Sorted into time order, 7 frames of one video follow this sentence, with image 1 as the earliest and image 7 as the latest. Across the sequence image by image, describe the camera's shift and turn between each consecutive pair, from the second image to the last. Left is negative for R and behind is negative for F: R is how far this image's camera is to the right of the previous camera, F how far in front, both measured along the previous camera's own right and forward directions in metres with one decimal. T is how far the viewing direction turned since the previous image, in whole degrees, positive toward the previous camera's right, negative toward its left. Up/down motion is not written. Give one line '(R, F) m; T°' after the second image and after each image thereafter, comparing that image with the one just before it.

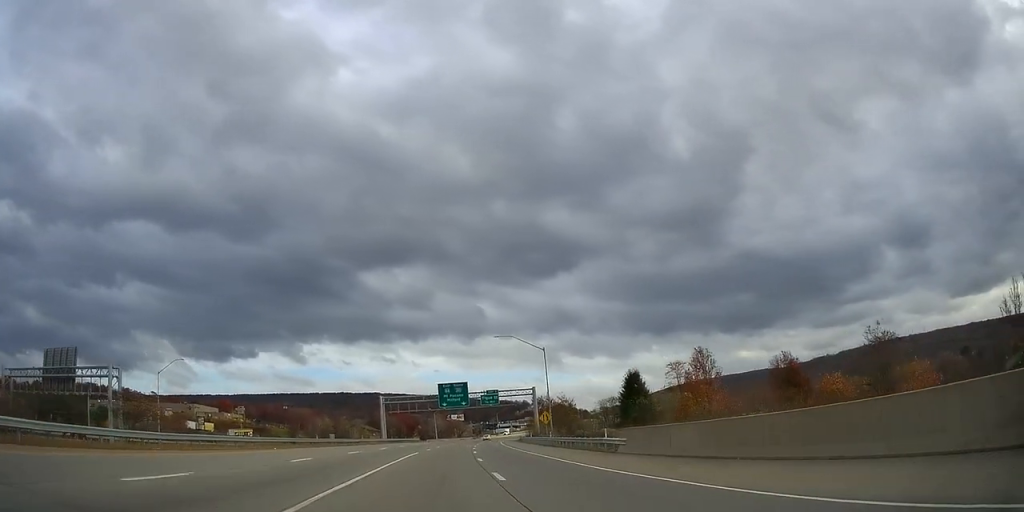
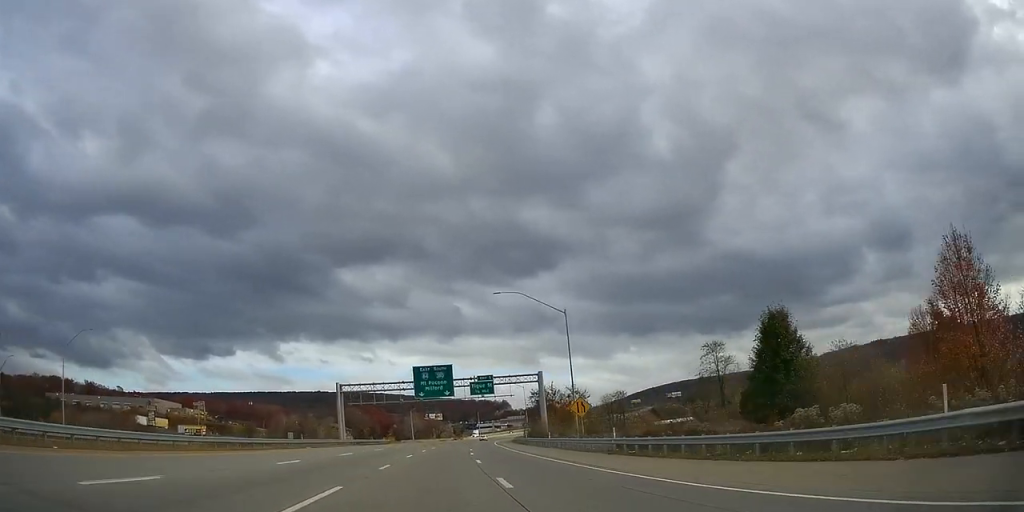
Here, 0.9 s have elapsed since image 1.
(+0.3, +26.8) m; +2°
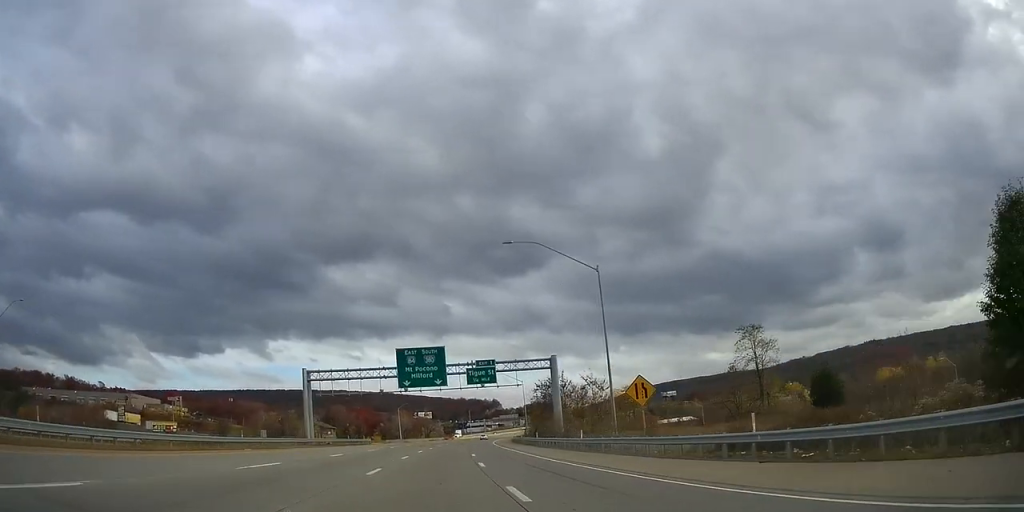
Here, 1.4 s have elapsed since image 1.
(-0.2, +15.7) m; +1°
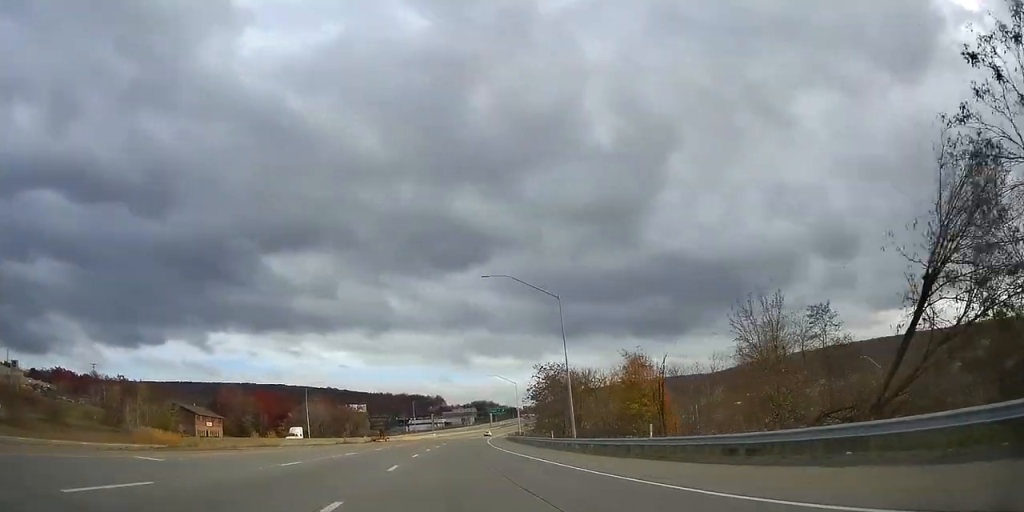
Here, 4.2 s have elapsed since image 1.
(+5.2, +86.9) m; +6°
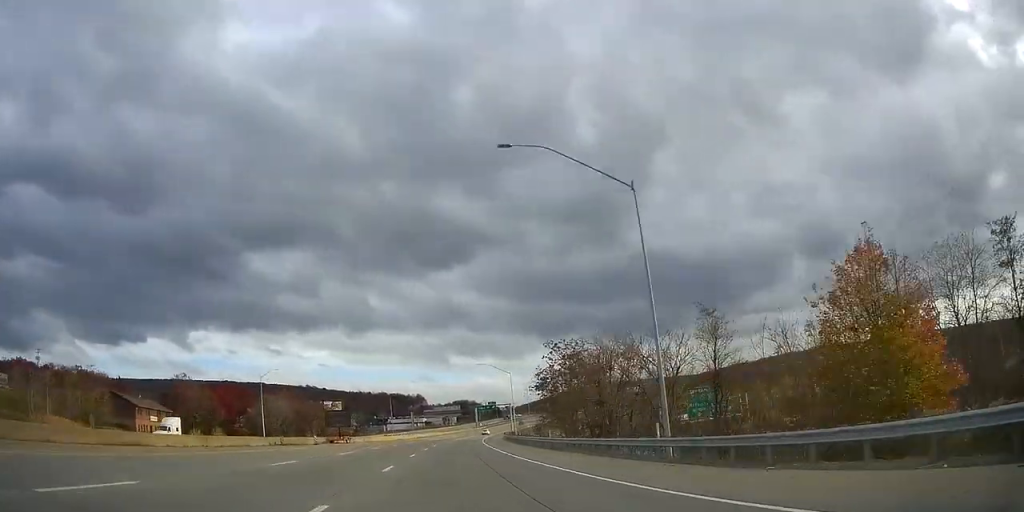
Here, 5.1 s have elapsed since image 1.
(+0.4, +26.1) m; +2°
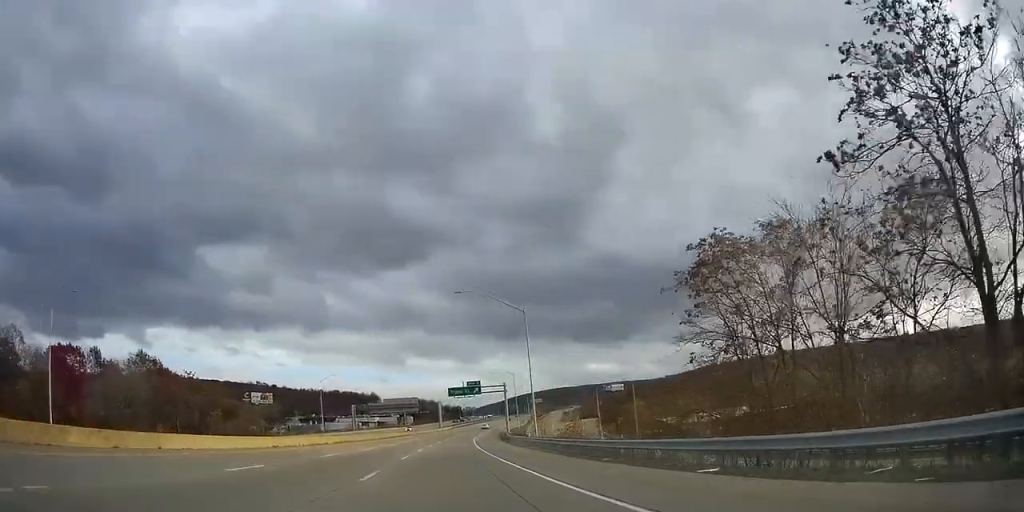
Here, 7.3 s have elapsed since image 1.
(+2.9, +67.4) m; +5°
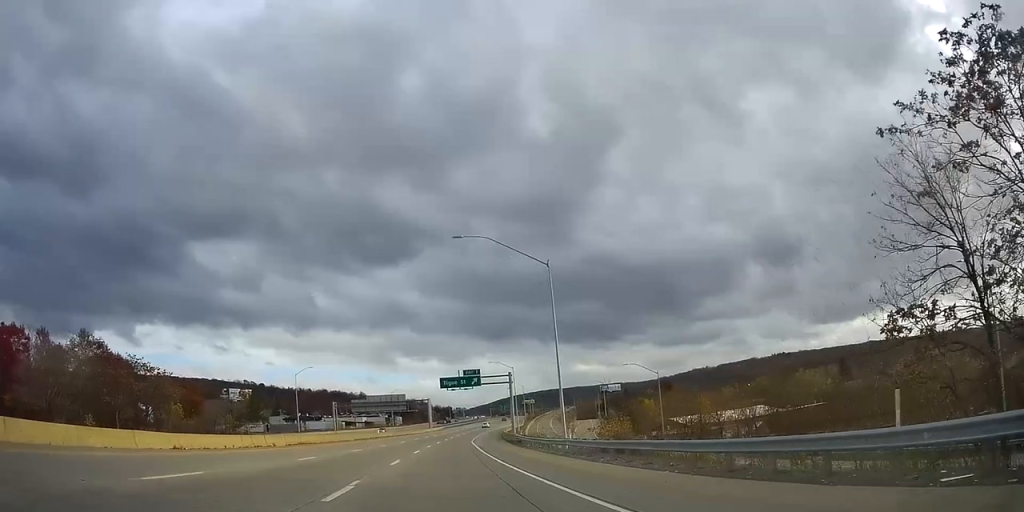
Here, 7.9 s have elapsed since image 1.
(+0.1, +17.9) m; +1°
